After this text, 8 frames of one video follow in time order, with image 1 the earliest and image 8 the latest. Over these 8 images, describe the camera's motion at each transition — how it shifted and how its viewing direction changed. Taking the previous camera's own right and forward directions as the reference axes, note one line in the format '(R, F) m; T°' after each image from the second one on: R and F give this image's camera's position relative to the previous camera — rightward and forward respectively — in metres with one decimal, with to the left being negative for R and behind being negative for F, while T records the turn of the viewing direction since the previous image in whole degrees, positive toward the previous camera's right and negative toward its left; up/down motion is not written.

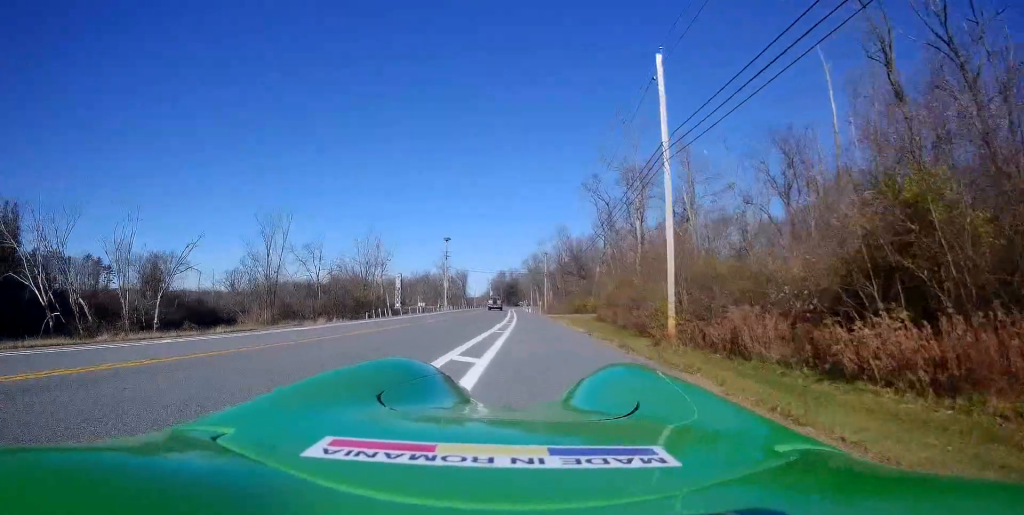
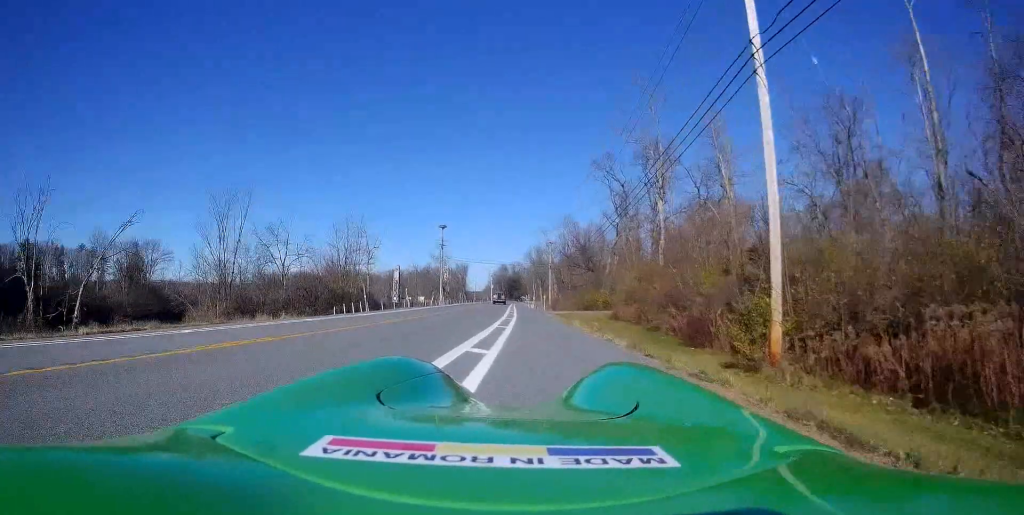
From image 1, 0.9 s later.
(+0.1, +8.2) m; +3°
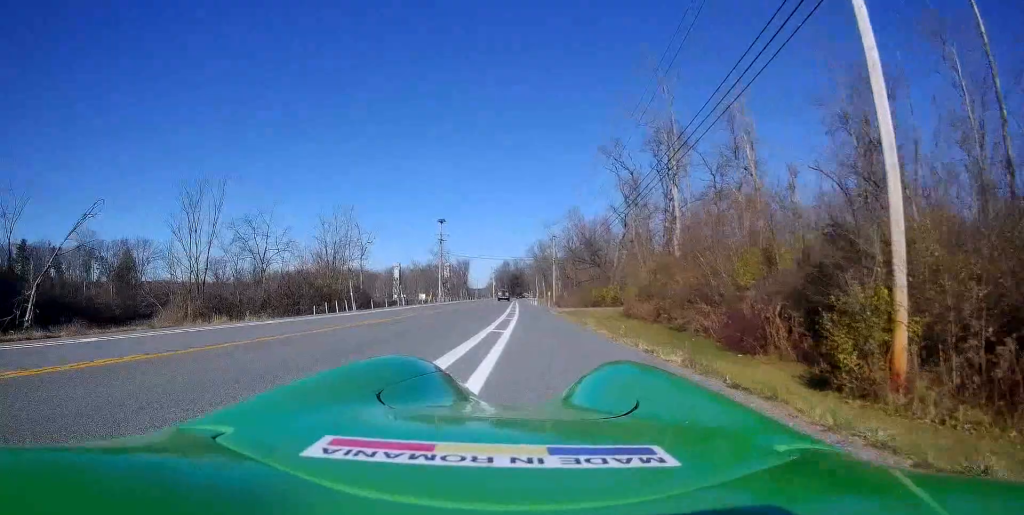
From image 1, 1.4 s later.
(+0.1, +4.1) m; -1°
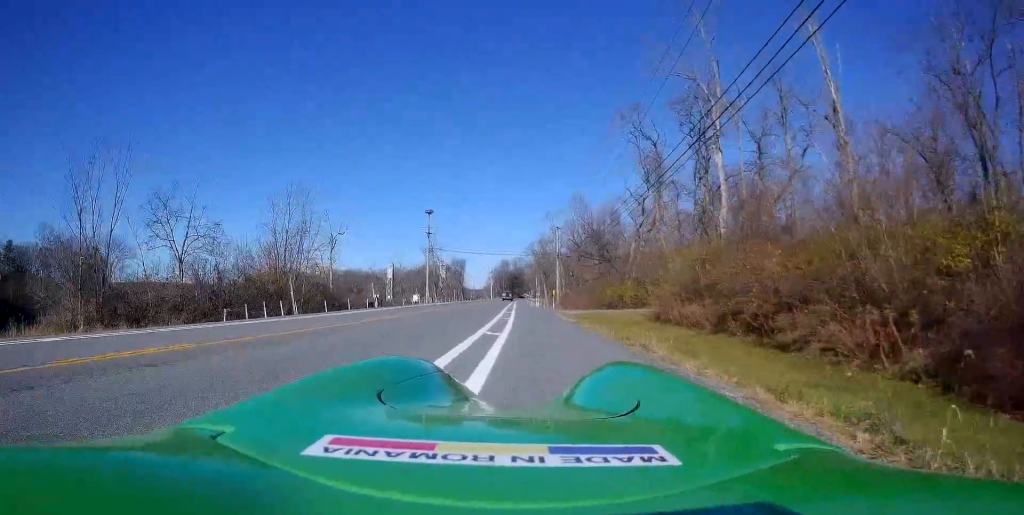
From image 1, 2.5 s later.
(-0.2, +10.5) m; -2°
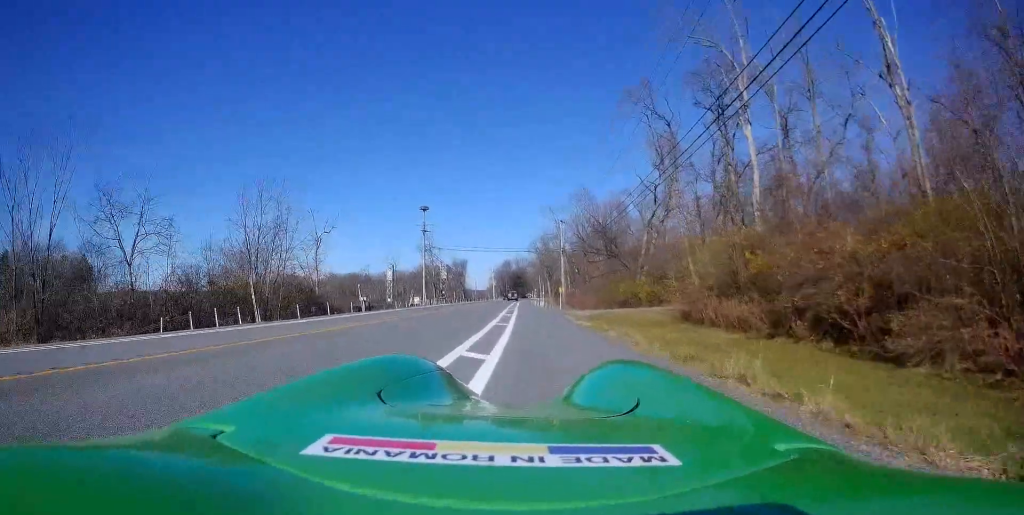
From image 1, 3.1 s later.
(-0.3, +4.9) m; 0°
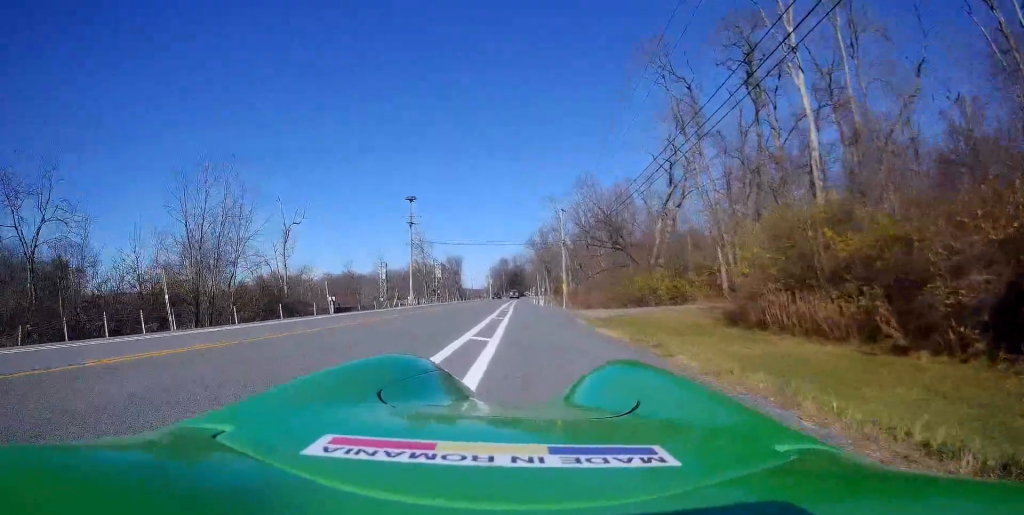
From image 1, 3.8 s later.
(+0.5, +6.8) m; +2°
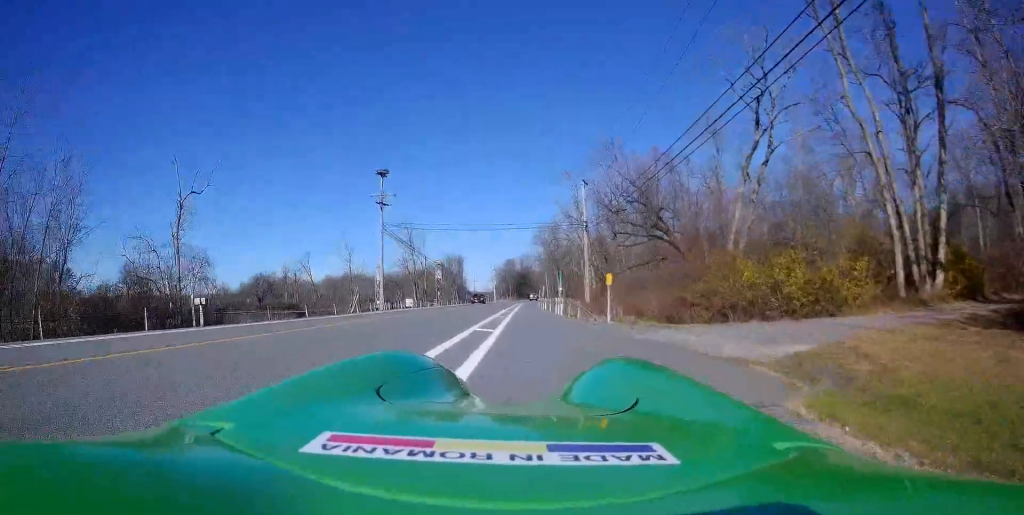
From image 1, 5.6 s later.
(-0.6, +16.2) m; -3°
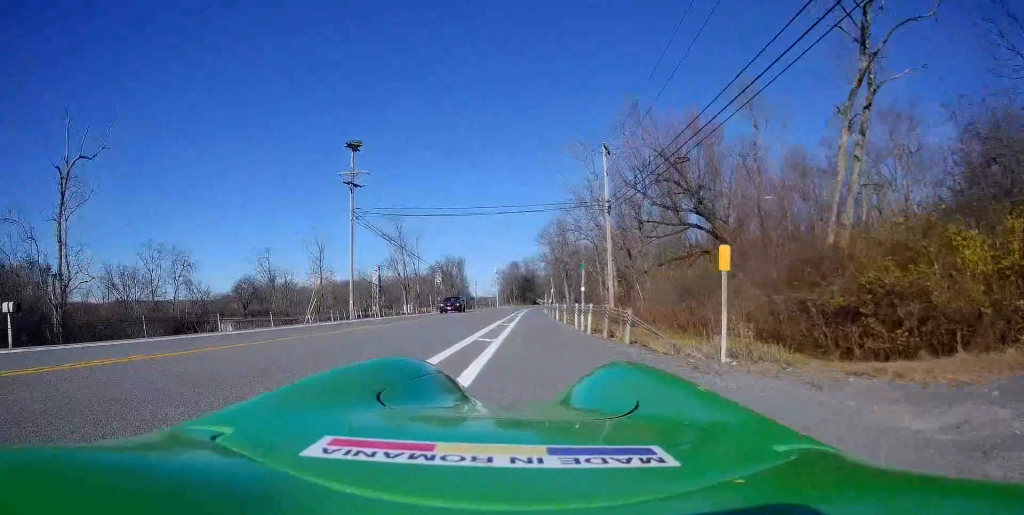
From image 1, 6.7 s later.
(0.0, +9.8) m; +1°
